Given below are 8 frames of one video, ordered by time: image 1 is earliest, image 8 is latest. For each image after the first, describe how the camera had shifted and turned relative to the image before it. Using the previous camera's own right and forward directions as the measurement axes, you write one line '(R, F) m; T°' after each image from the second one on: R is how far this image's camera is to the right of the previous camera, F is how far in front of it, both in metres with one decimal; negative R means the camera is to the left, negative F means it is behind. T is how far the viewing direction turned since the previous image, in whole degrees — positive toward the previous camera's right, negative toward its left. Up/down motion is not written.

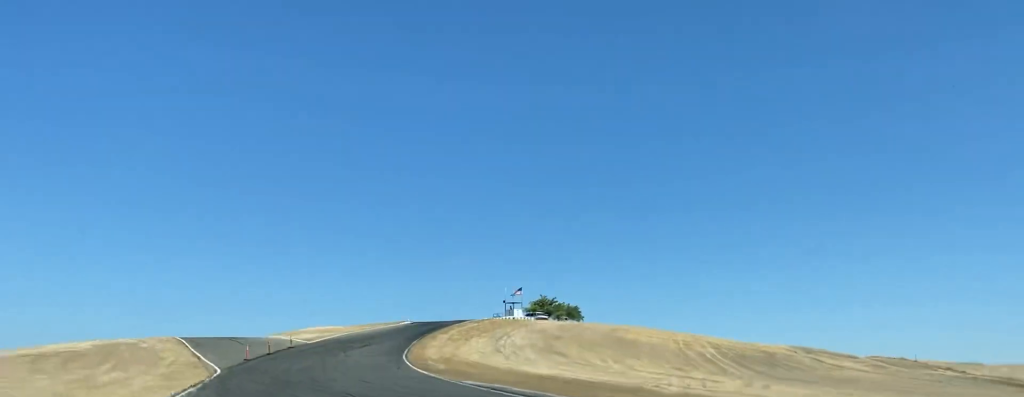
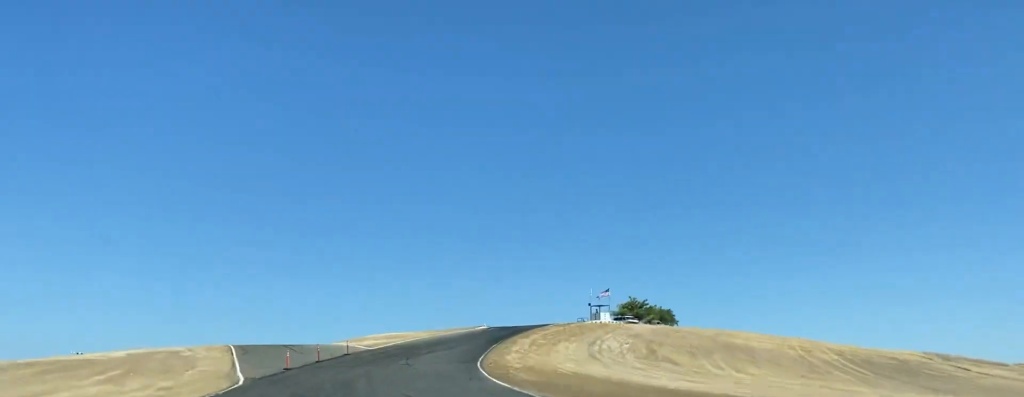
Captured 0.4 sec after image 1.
(-0.8, +13.2) m; 0°
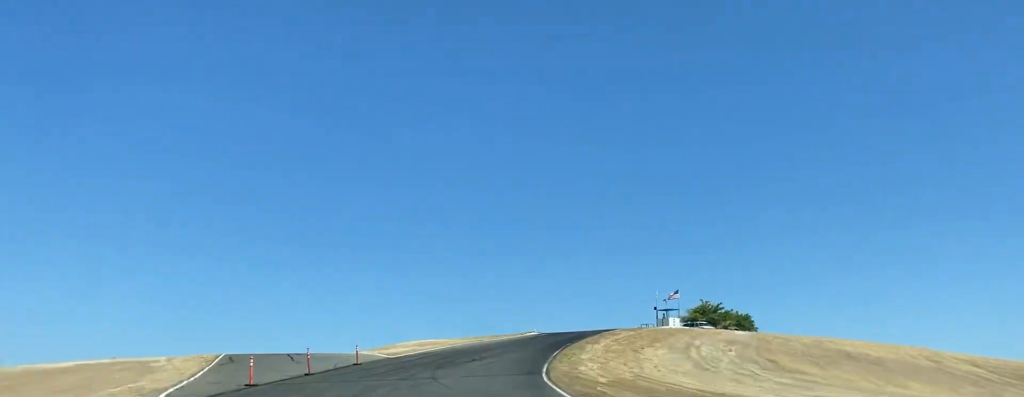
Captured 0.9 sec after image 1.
(+0.9, +15.3) m; +6°
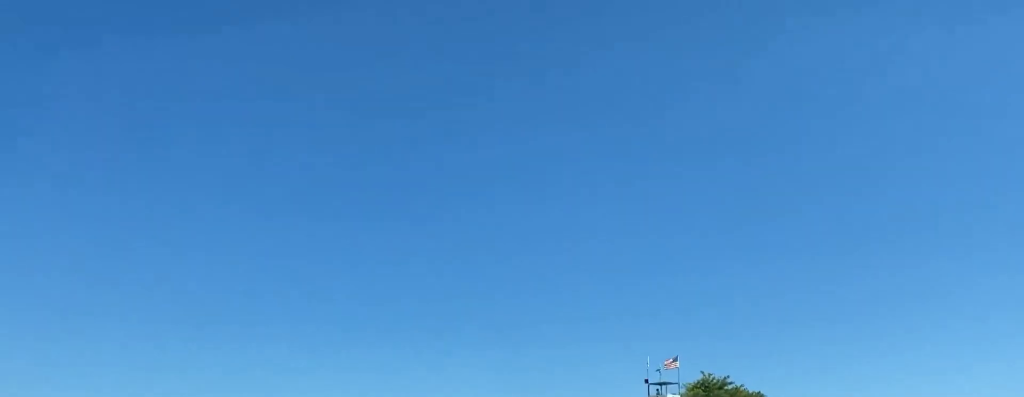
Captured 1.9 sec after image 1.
(+2.8, +26.3) m; +12°
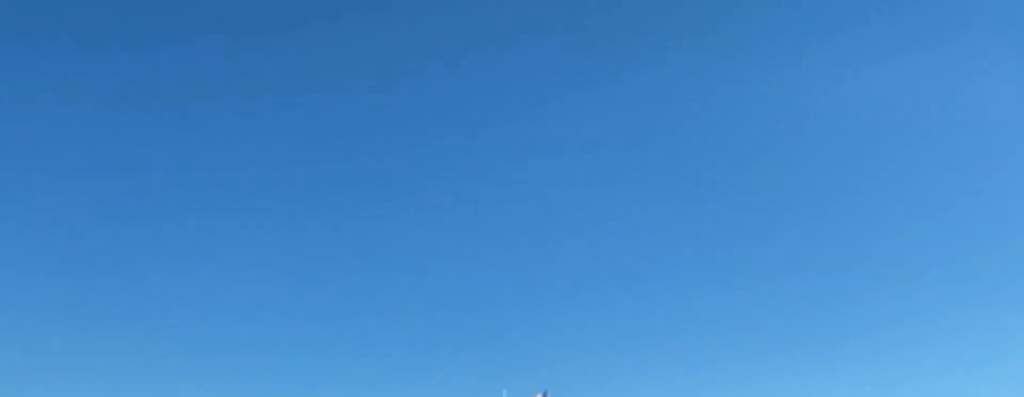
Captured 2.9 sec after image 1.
(+2.7, +24.1) m; -11°
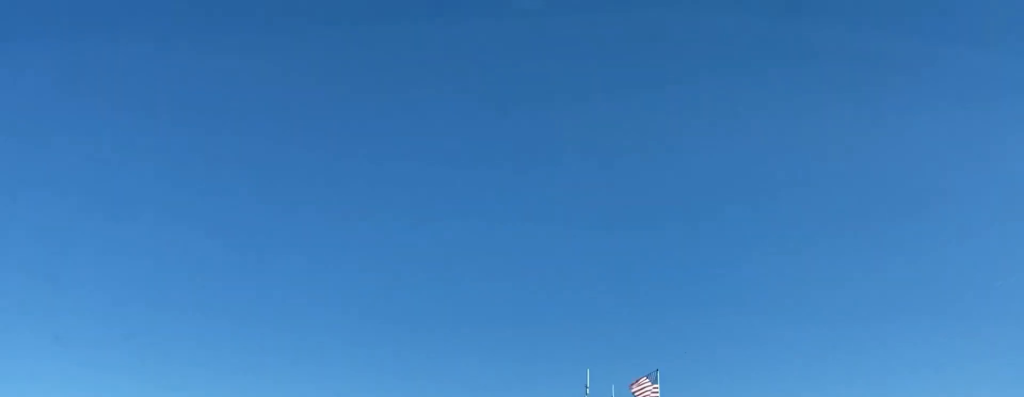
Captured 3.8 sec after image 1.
(-3.7, +12.9) m; -37°
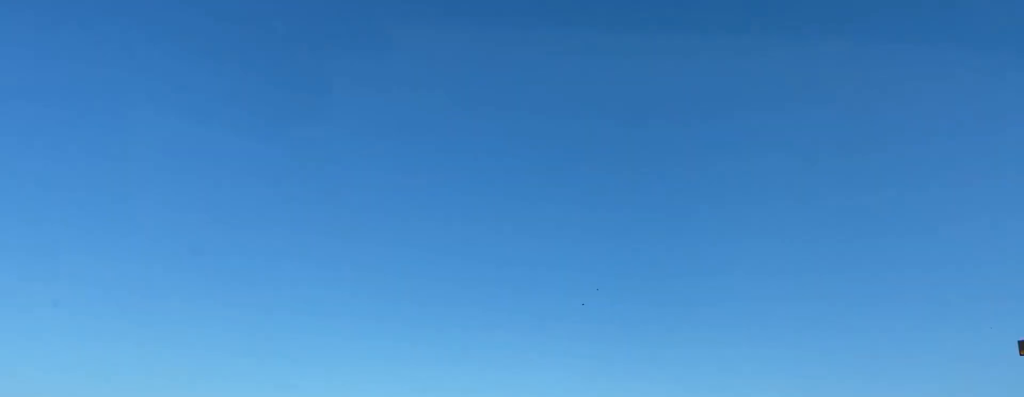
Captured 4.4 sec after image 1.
(-4.2, +8.7) m; -23°
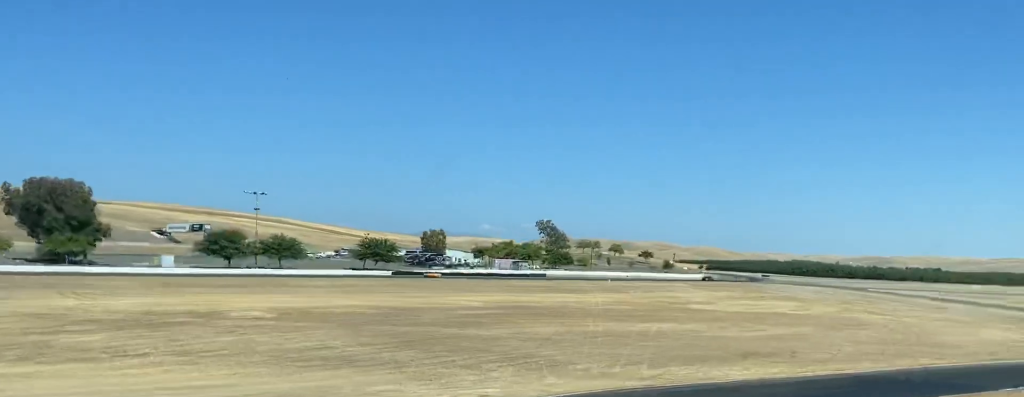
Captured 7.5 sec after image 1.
(+35.2, +46.6) m; +68°
